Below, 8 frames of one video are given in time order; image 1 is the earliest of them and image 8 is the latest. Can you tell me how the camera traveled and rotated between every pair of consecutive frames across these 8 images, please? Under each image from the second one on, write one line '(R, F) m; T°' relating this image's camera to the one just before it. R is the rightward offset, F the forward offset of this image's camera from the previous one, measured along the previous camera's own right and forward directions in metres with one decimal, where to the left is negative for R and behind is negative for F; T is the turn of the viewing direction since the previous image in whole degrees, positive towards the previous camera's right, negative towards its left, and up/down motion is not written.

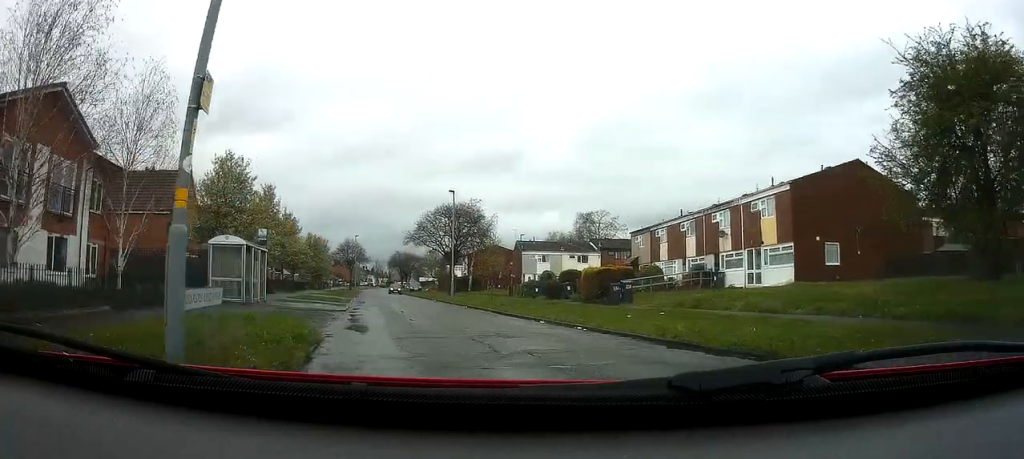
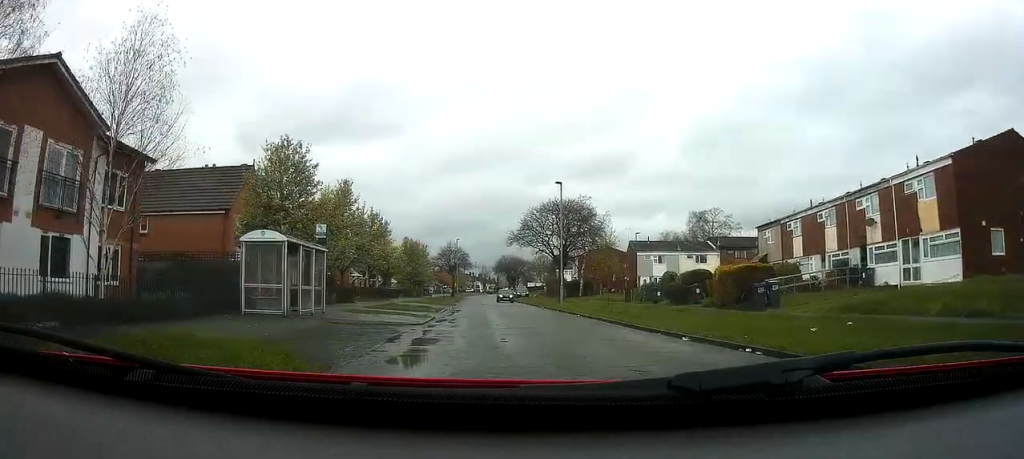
(-0.3, +5.7) m; -3°
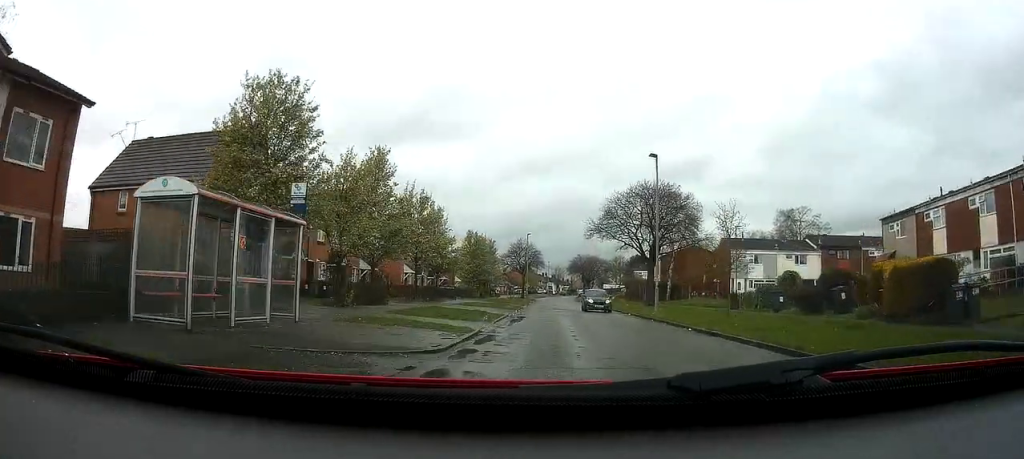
(-0.2, +8.8) m; -8°
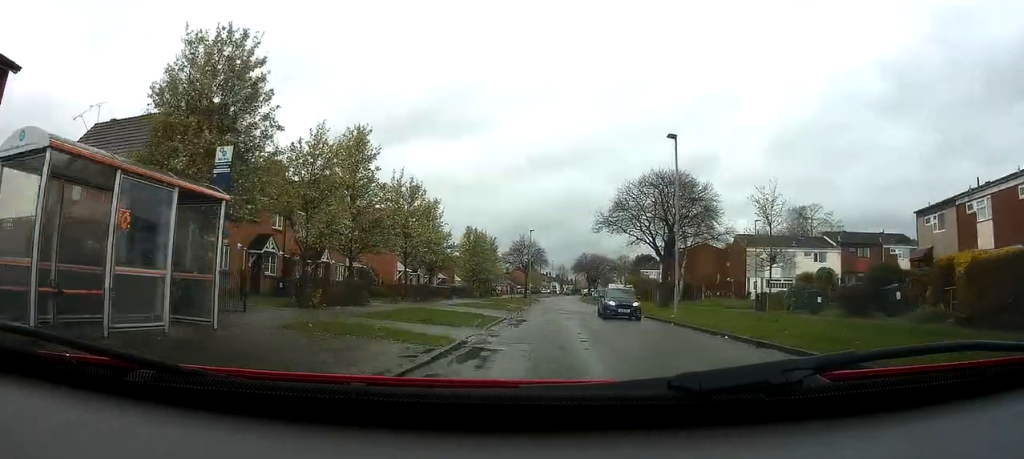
(-0.1, +3.8) m; -3°
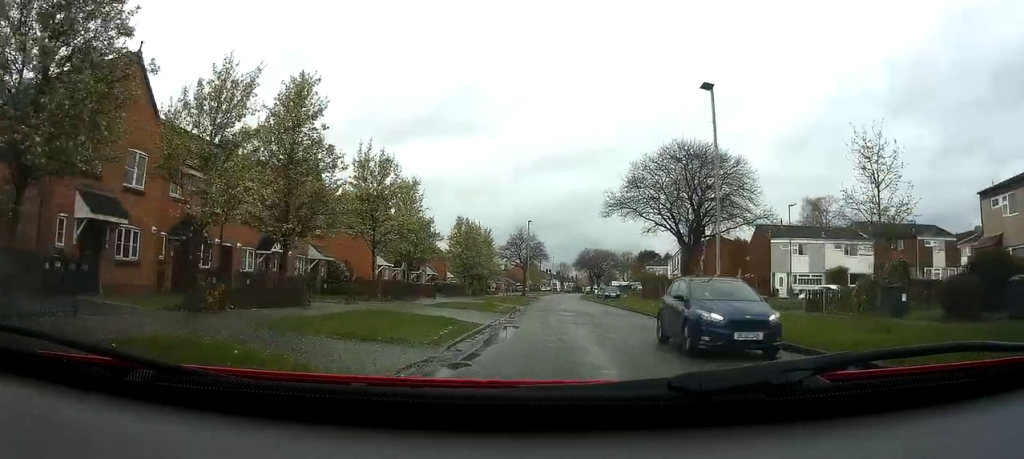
(-0.8, +6.4) m; -3°
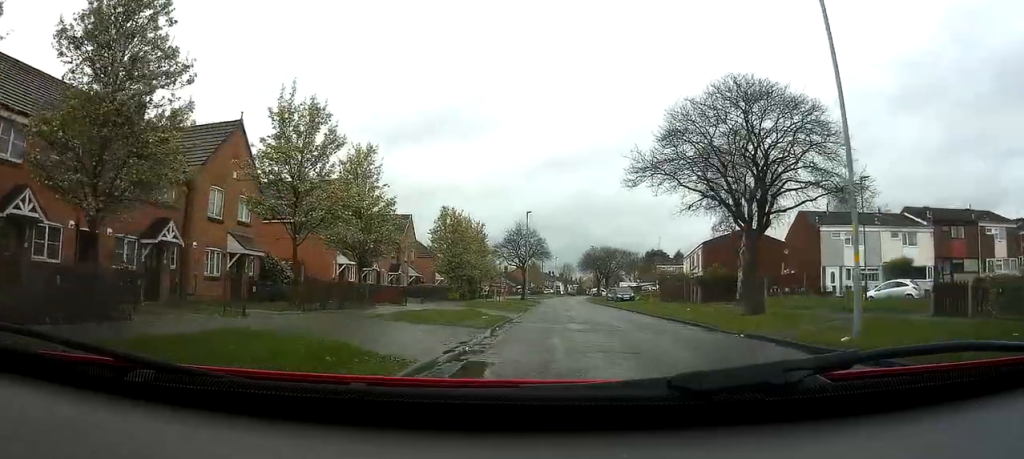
(+0.3, +9.1) m; +2°
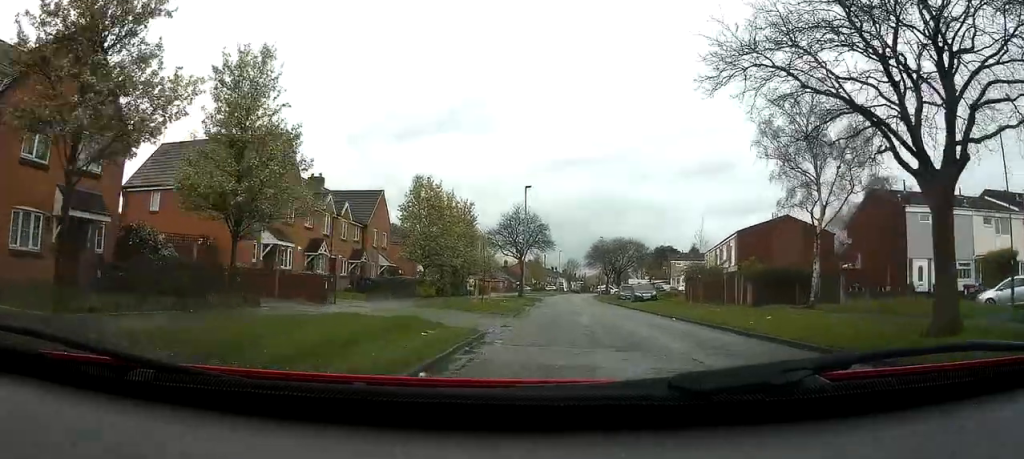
(+0.1, +10.8) m; +1°
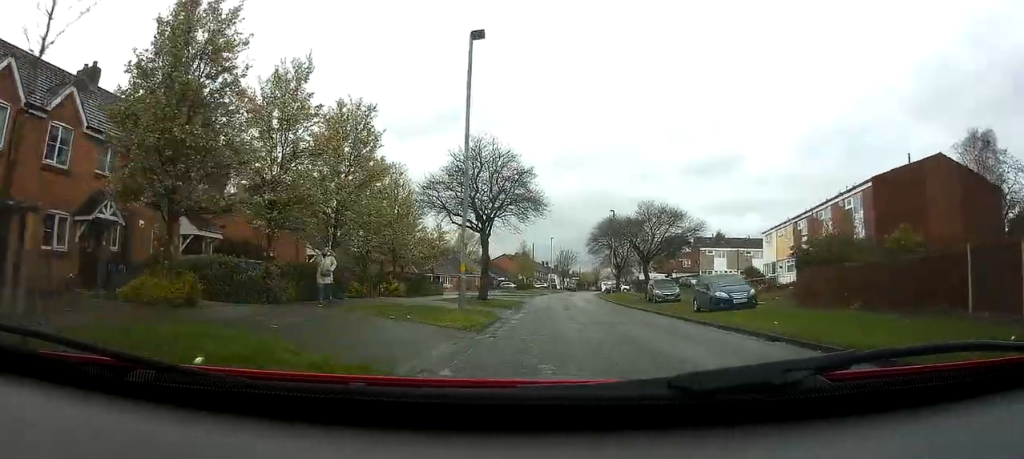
(-0.7, +25.1) m; -1°
